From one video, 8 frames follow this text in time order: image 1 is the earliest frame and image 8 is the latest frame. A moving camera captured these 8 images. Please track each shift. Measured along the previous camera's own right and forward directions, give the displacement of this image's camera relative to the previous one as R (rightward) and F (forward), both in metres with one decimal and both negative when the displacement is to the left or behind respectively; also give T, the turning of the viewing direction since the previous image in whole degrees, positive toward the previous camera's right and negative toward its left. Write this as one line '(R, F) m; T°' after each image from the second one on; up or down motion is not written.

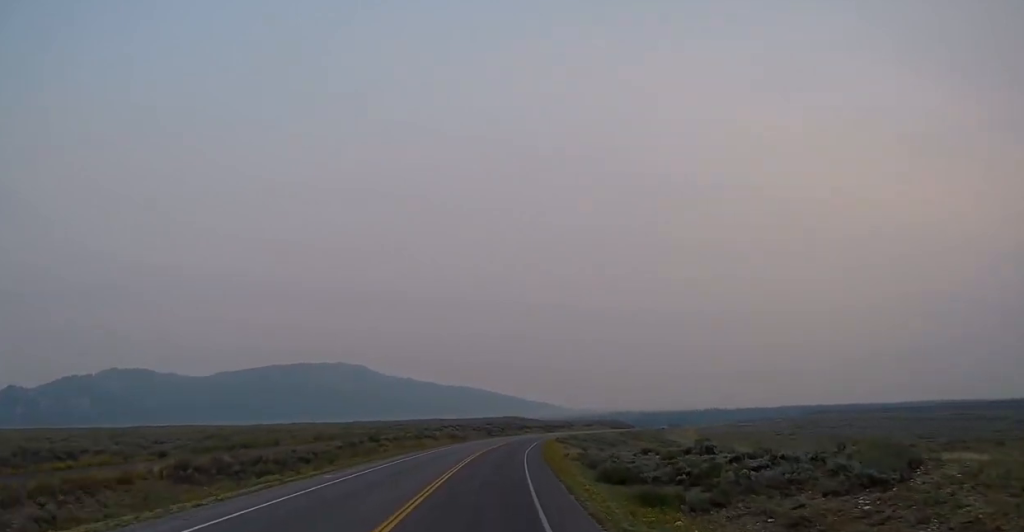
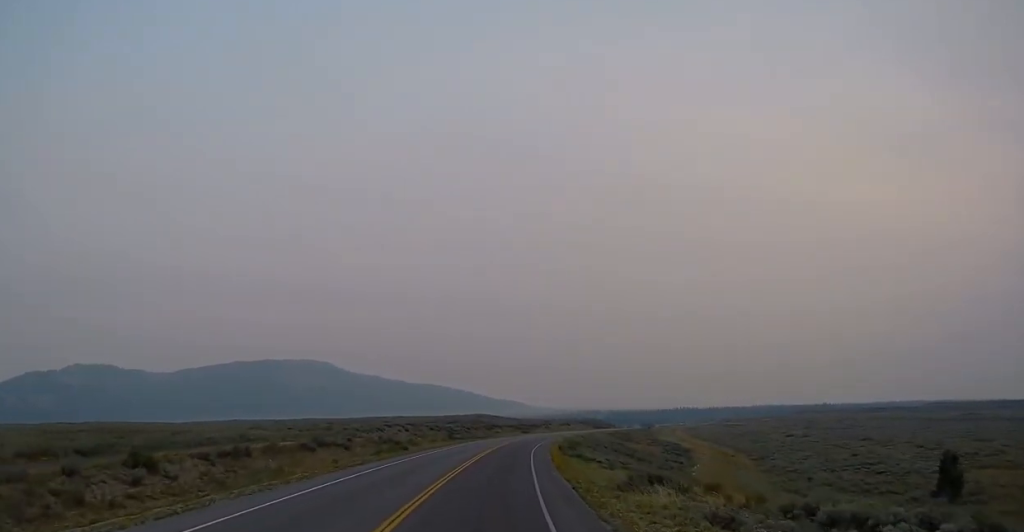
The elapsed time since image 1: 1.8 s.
(+1.0, +38.4) m; +3°
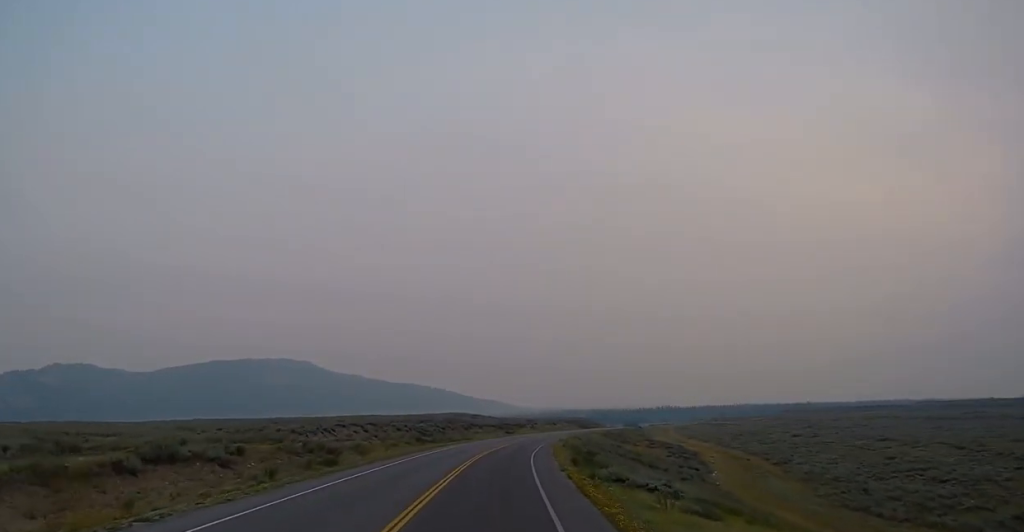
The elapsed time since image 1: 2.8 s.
(+0.4, +19.3) m; +2°
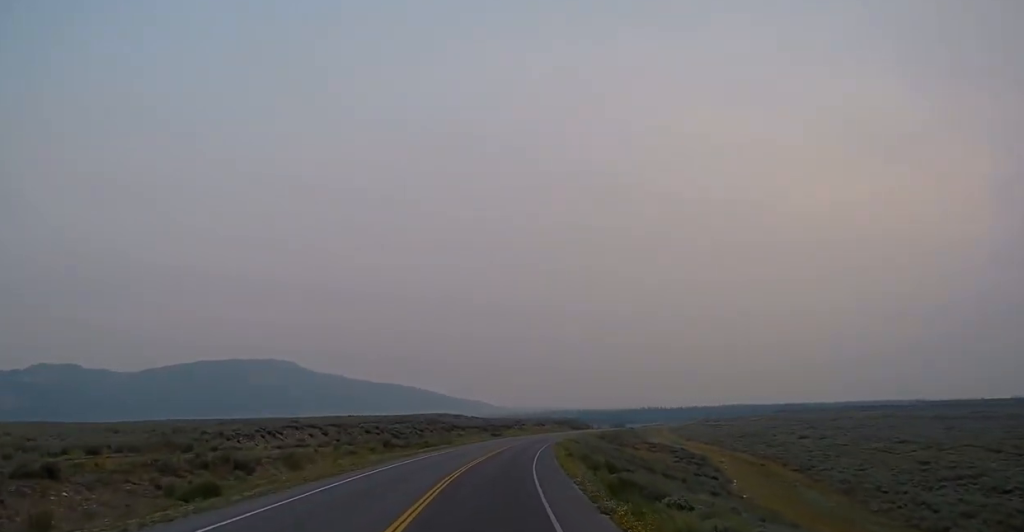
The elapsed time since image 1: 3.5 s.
(+0.1, +14.1) m; +1°
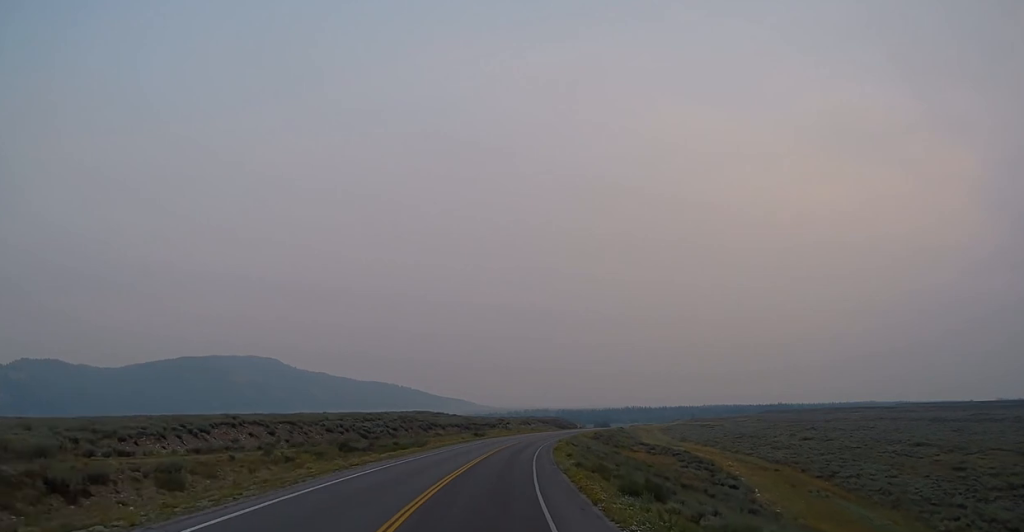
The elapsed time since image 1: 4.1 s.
(0.0, +12.3) m; +1°
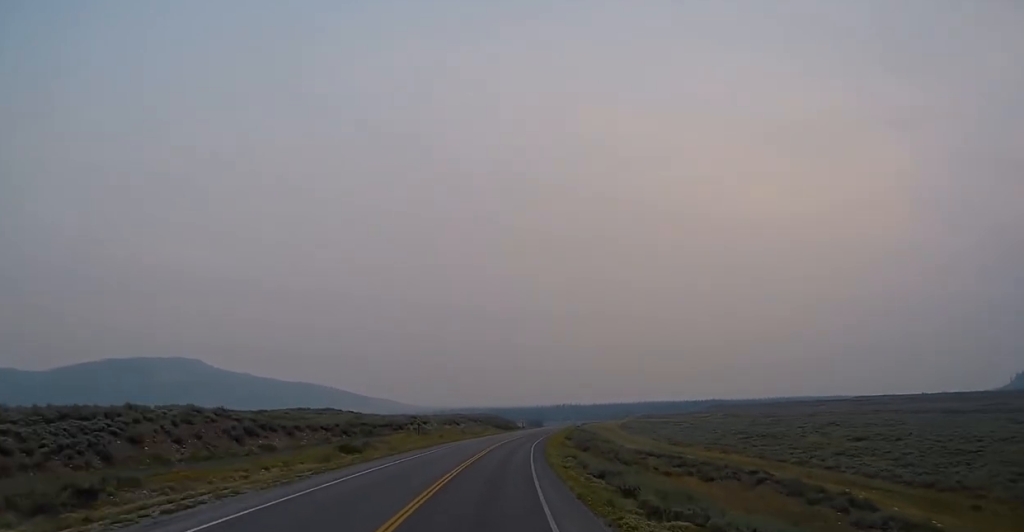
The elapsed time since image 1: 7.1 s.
(+4.1, +61.1) m; +6°
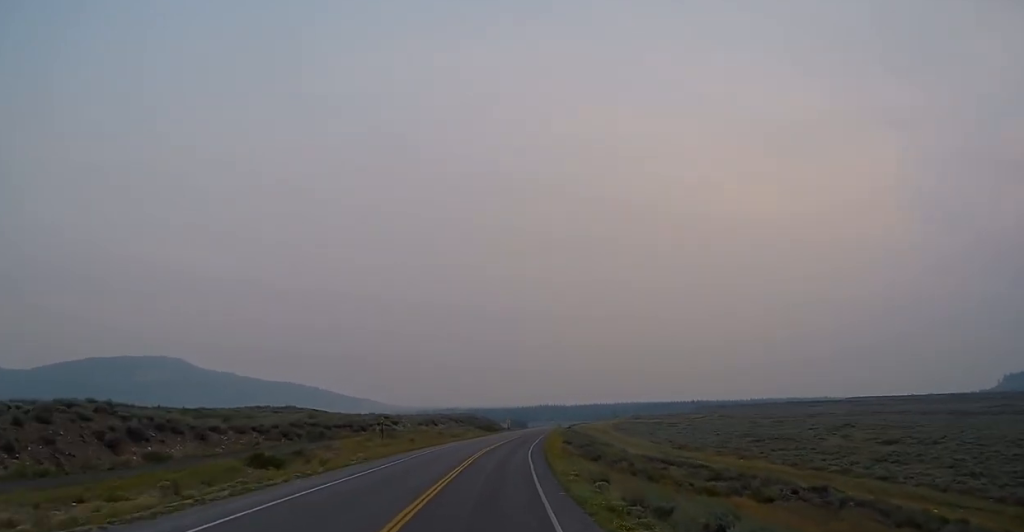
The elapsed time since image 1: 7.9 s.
(-0.1, +16.1) m; +1°
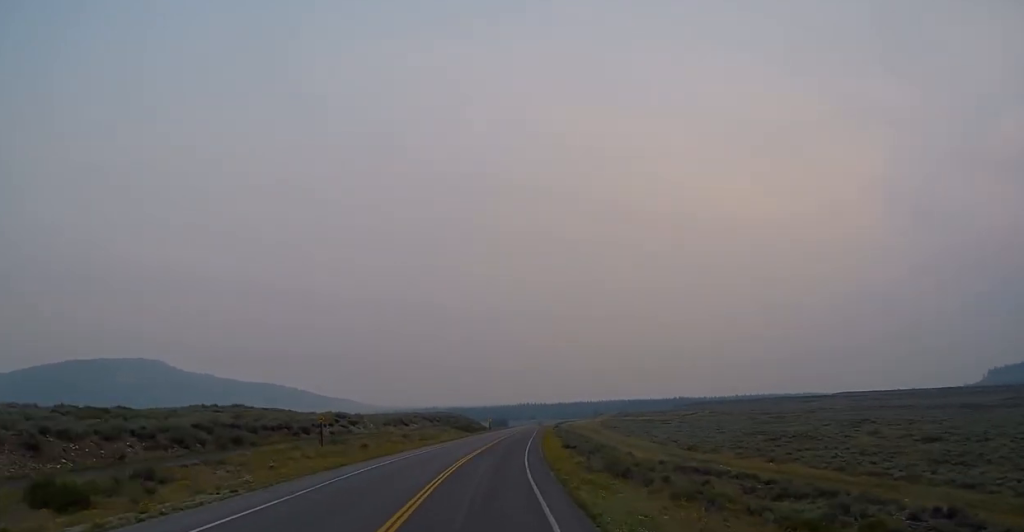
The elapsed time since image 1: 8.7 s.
(+0.3, +16.7) m; +2°
